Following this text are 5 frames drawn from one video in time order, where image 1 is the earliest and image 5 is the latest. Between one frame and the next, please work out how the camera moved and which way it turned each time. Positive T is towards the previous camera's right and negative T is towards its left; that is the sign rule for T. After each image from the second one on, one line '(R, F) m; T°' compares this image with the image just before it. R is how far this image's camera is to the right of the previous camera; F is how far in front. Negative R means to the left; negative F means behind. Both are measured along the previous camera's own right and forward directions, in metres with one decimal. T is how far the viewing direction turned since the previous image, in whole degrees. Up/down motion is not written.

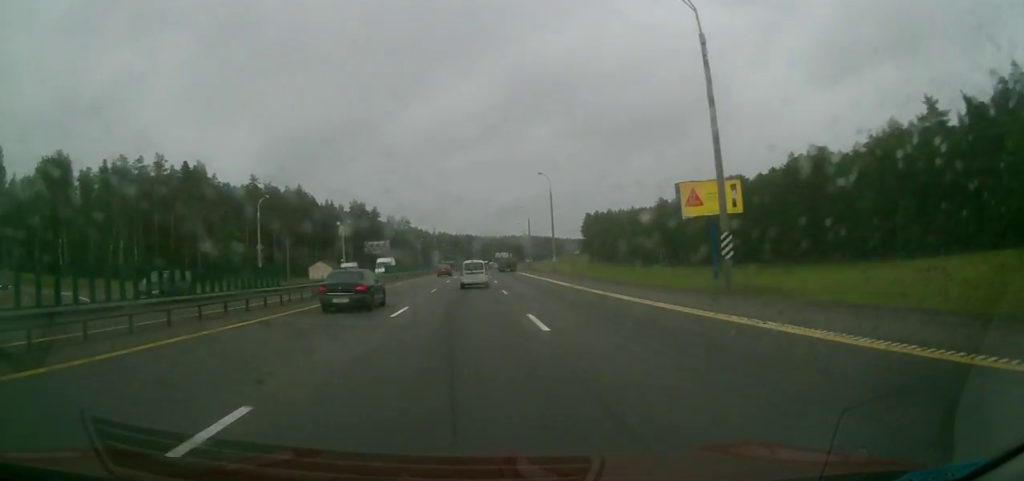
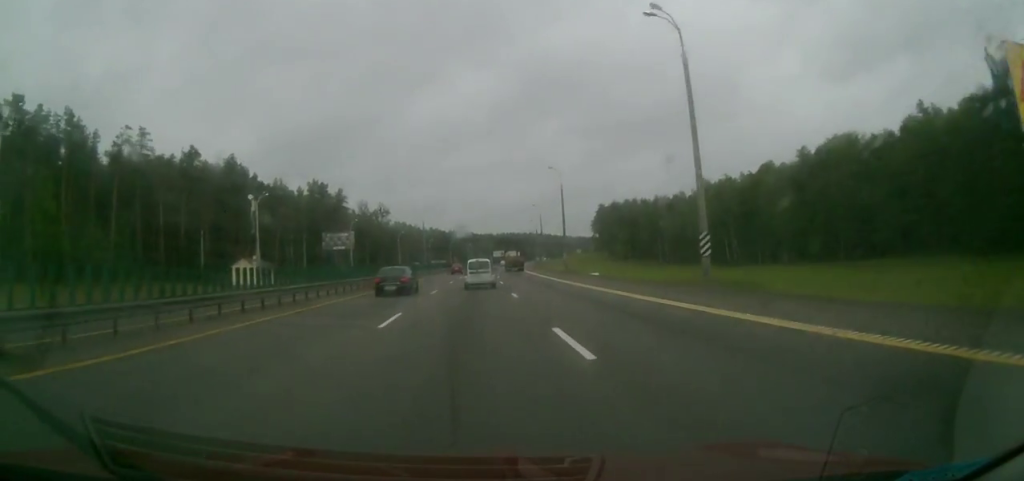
(+0.9, +51.7) m; +1°
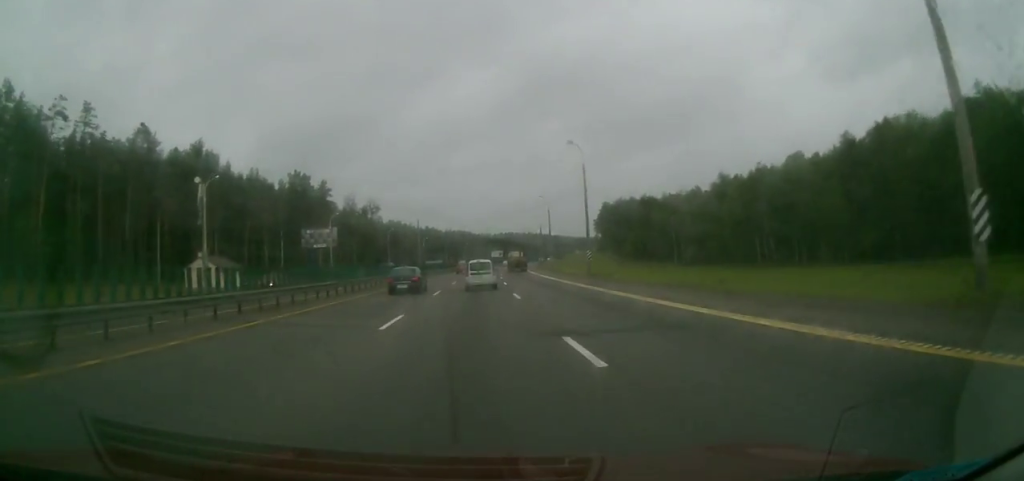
(-0.3, +16.3) m; -1°
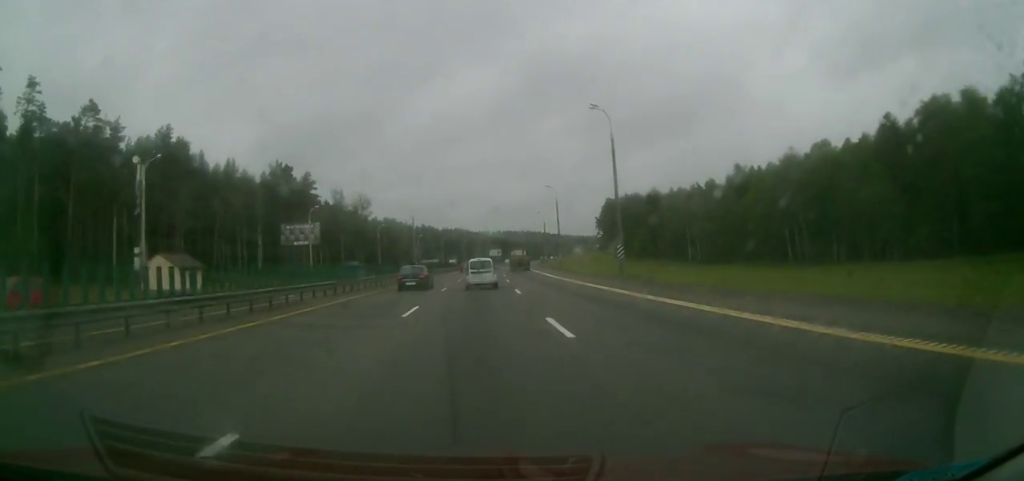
(0.0, +13.1) m; 0°
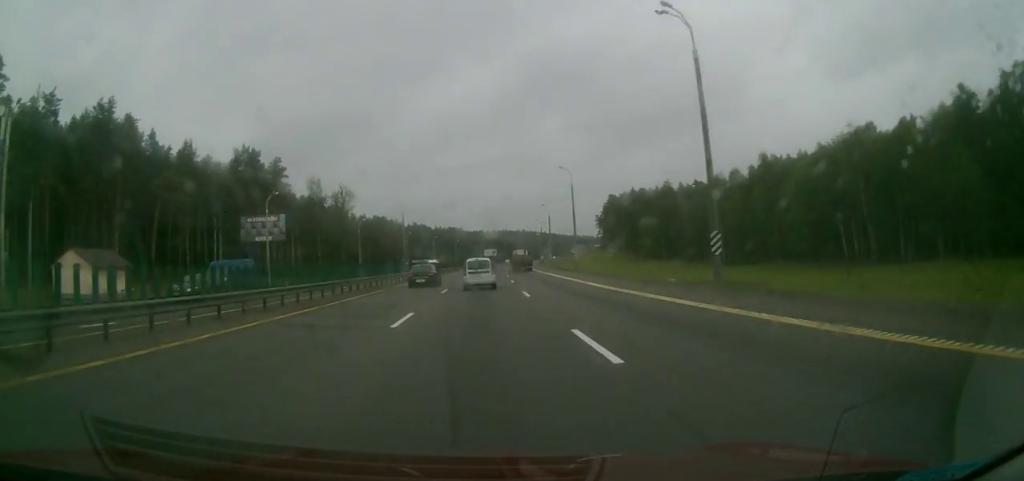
(0.0, +18.8) m; 0°
